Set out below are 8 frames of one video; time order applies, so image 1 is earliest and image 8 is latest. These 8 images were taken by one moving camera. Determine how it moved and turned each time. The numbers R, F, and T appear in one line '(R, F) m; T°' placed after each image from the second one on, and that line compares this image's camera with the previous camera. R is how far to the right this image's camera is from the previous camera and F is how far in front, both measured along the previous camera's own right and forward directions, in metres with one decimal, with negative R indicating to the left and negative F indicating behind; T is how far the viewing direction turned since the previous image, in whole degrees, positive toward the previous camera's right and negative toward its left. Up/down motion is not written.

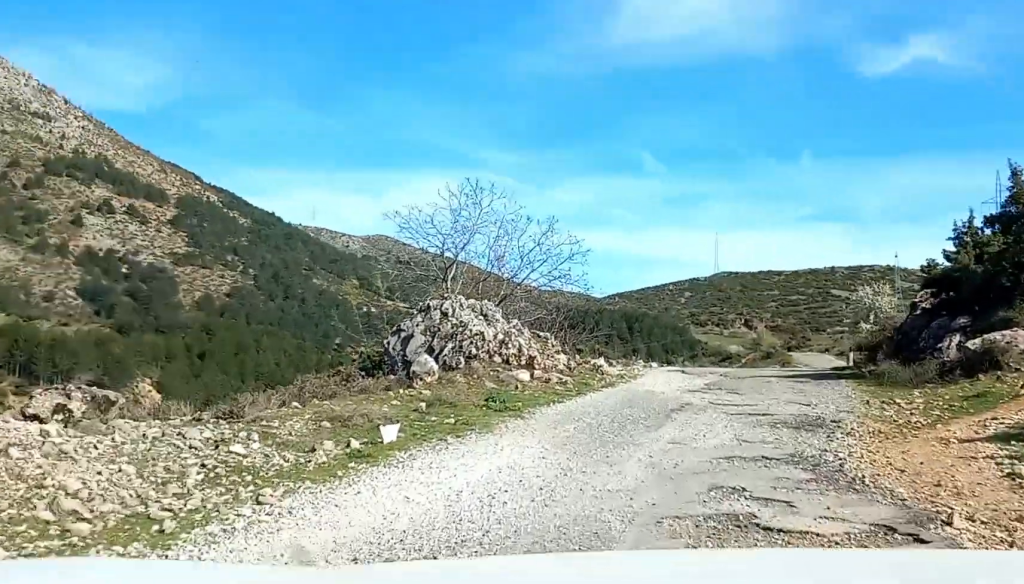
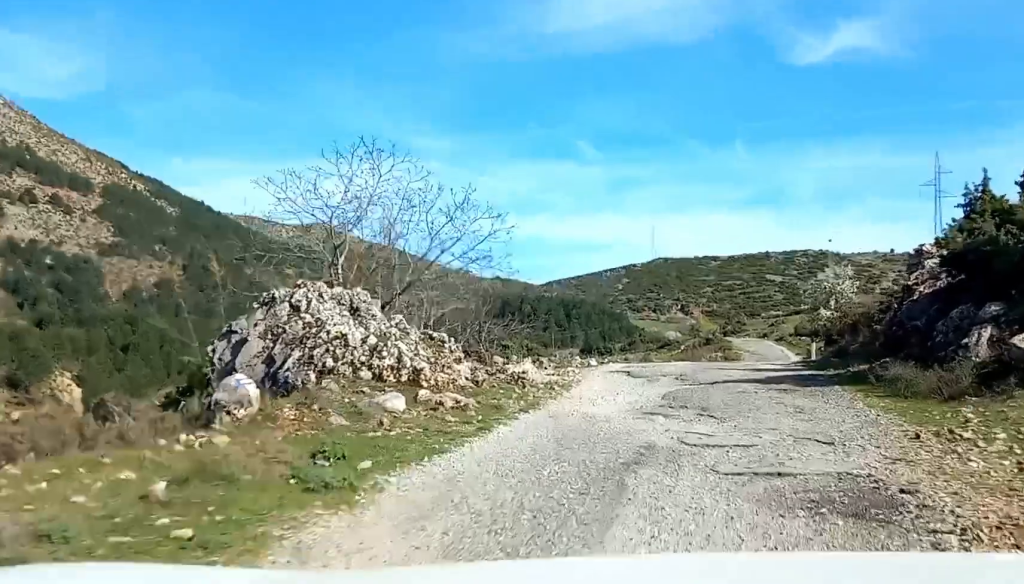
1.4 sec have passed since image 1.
(-0.2, +5.7) m; +1°
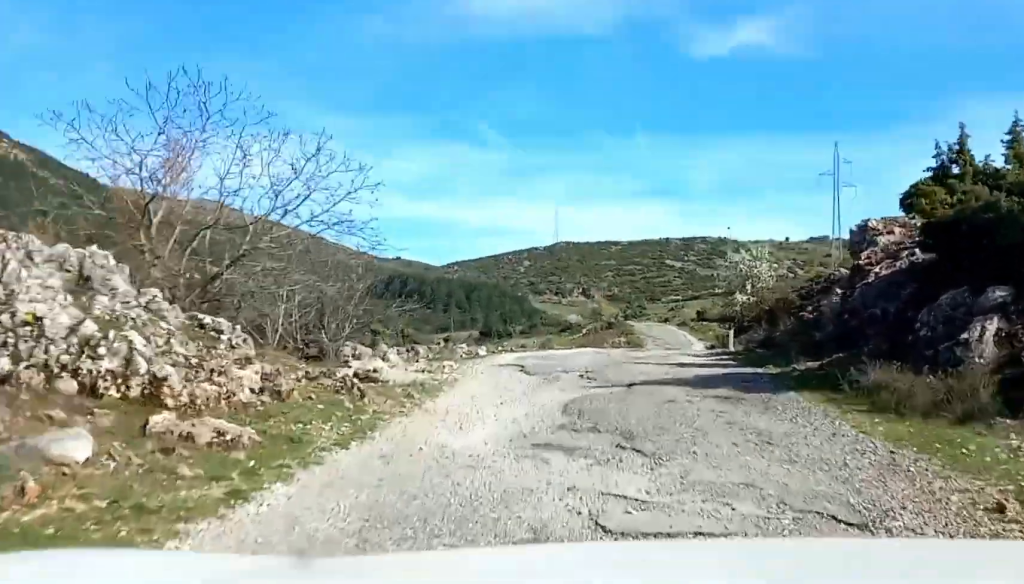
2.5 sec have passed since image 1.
(+0.4, +4.5) m; +9°
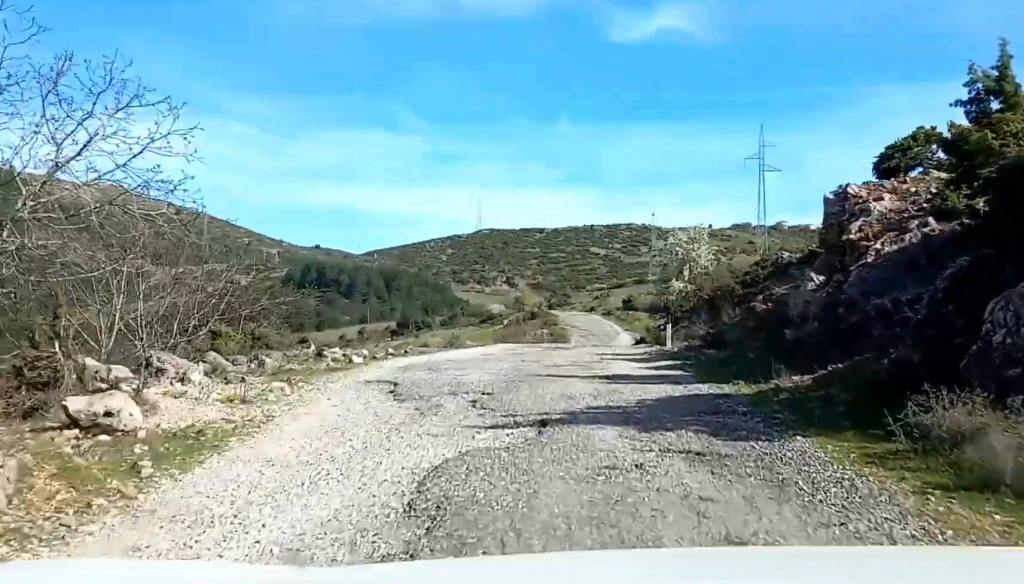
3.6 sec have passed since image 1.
(+0.3, +5.9) m; +1°
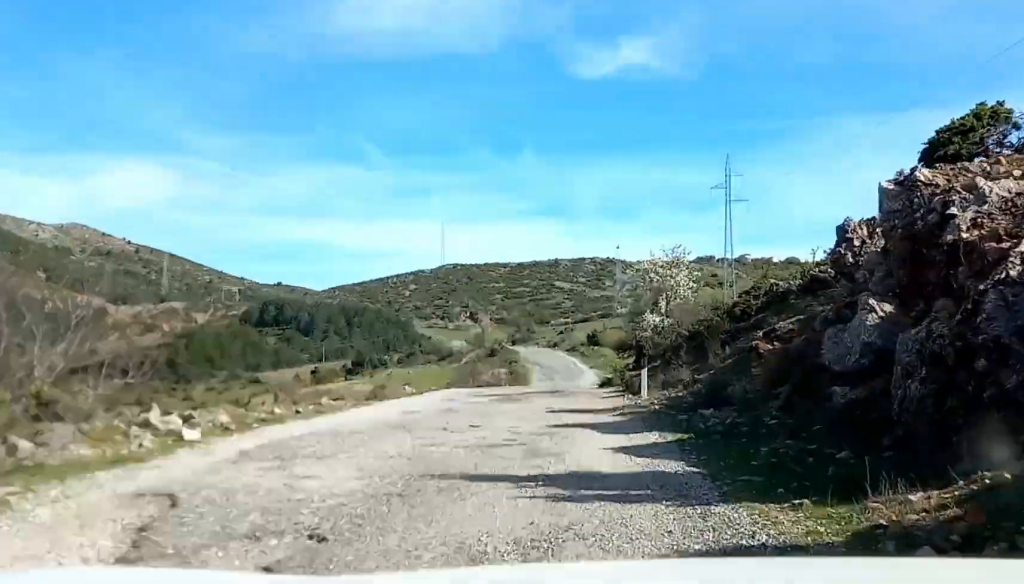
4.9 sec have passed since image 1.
(-0.3, +7.9) m; -1°
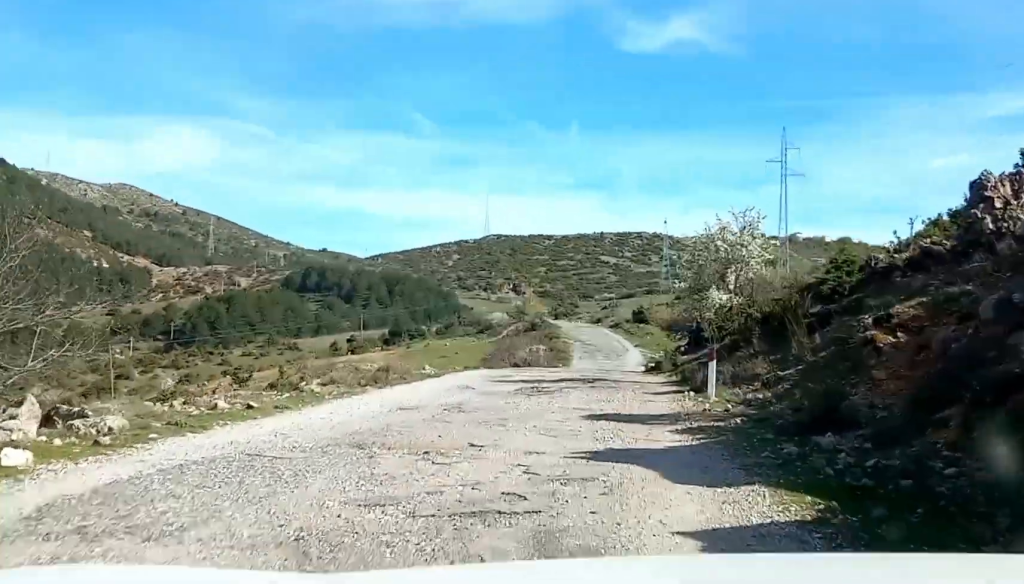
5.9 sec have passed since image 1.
(+0.2, +6.2) m; +2°
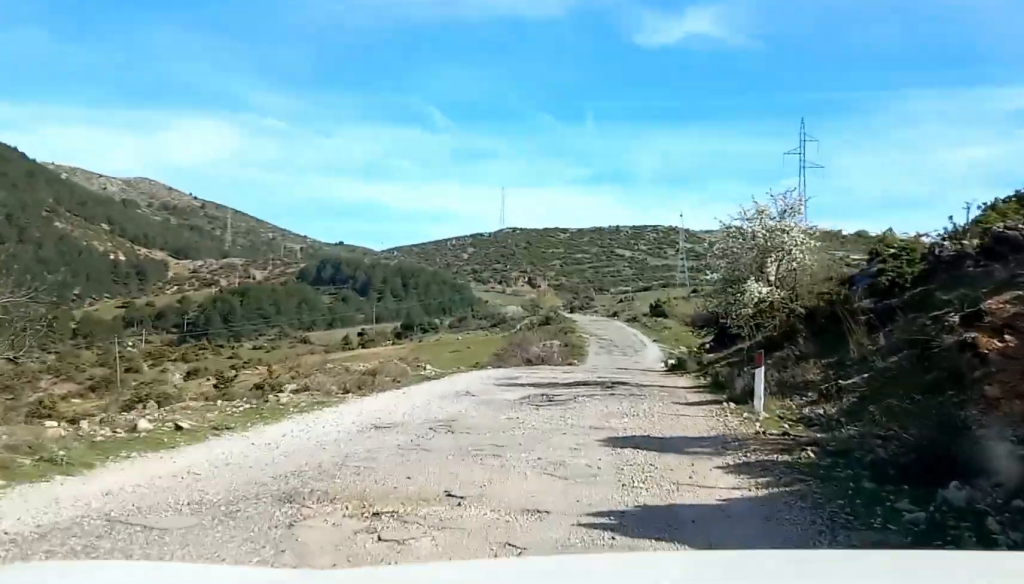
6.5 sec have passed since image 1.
(+0.1, +3.1) m; 0°
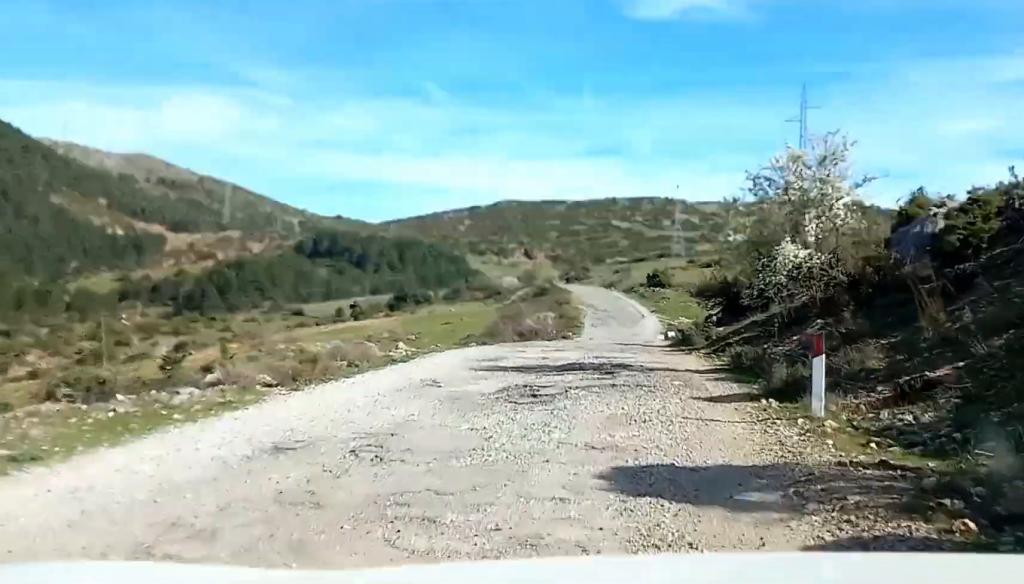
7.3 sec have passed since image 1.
(-0.2, +3.9) m; -1°
